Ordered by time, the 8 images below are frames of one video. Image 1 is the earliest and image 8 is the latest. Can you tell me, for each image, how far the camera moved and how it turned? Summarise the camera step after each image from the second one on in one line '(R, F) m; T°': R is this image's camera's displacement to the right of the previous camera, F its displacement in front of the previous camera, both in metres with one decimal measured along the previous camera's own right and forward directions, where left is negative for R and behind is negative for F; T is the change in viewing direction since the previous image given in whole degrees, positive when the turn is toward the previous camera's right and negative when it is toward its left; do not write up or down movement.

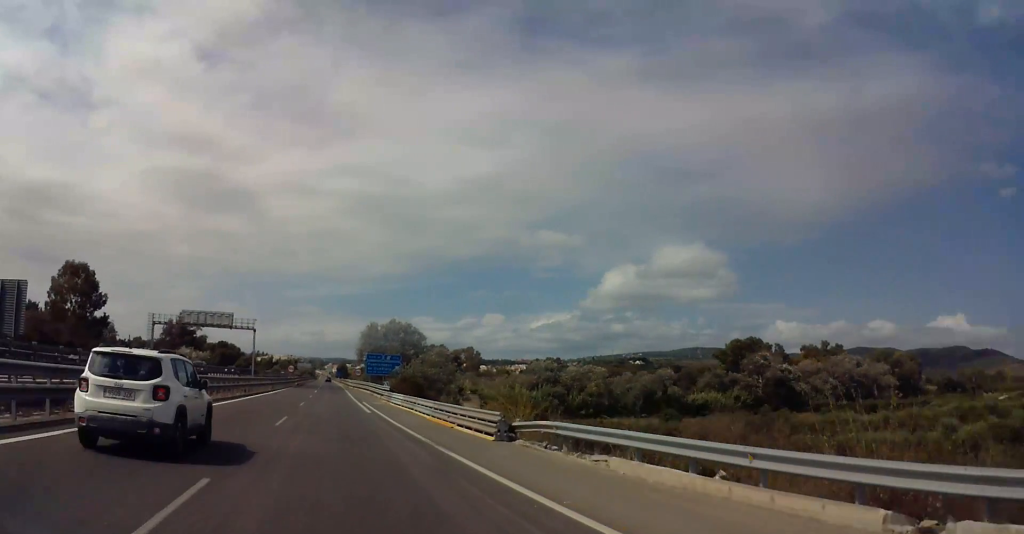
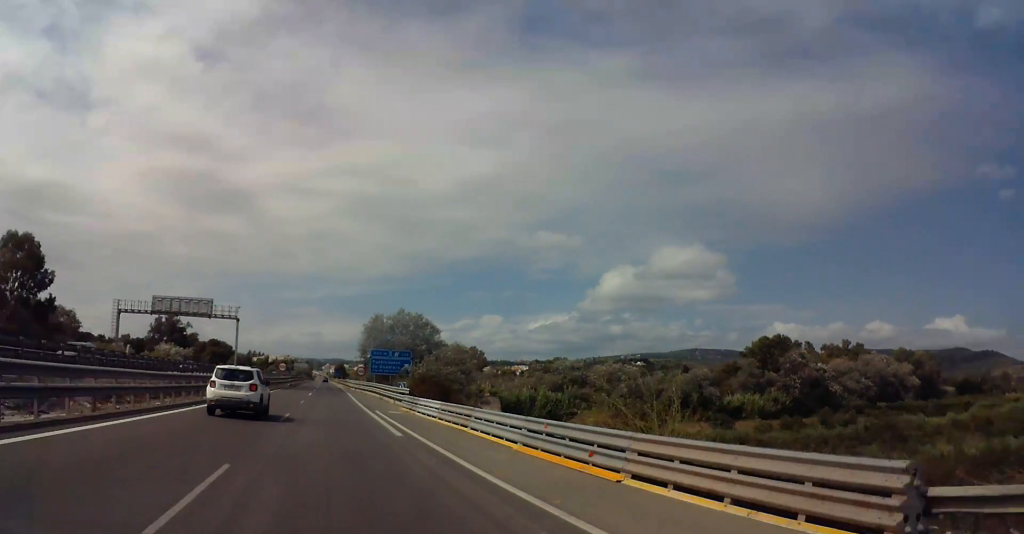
(0.0, +14.6) m; 0°
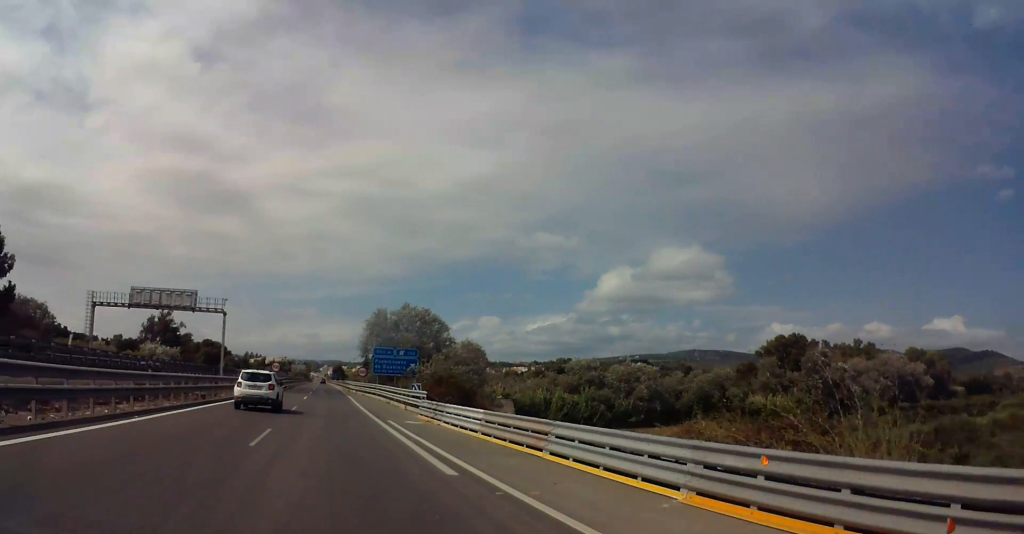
(0.0, +9.0) m; 0°
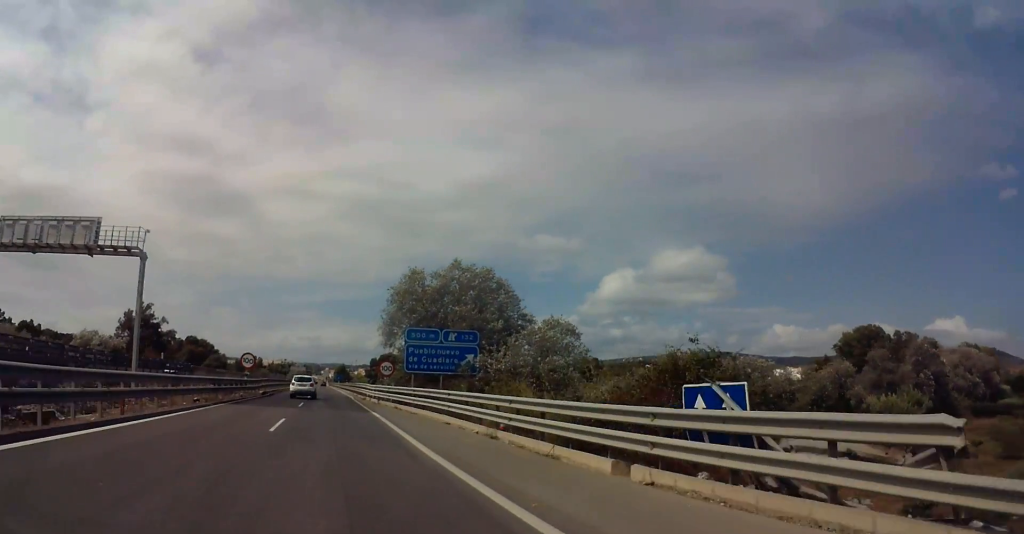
(+0.1, +30.6) m; +1°
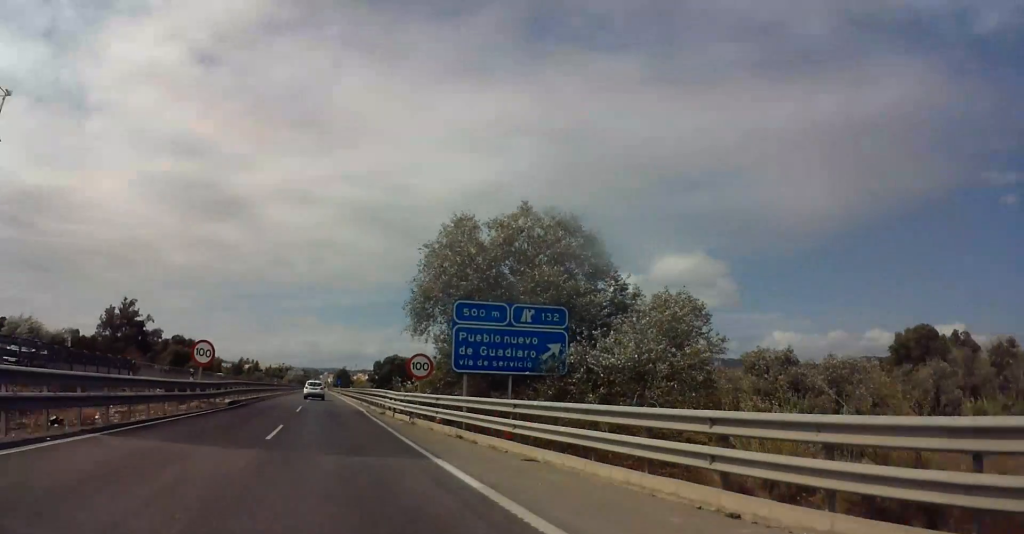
(+0.1, +17.7) m; 0°
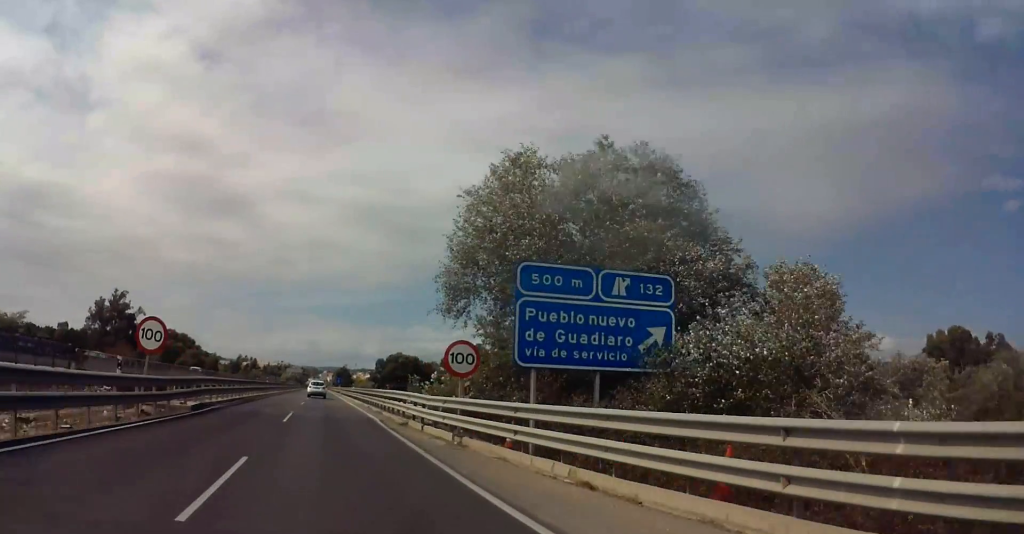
(0.0, +9.4) m; 0°
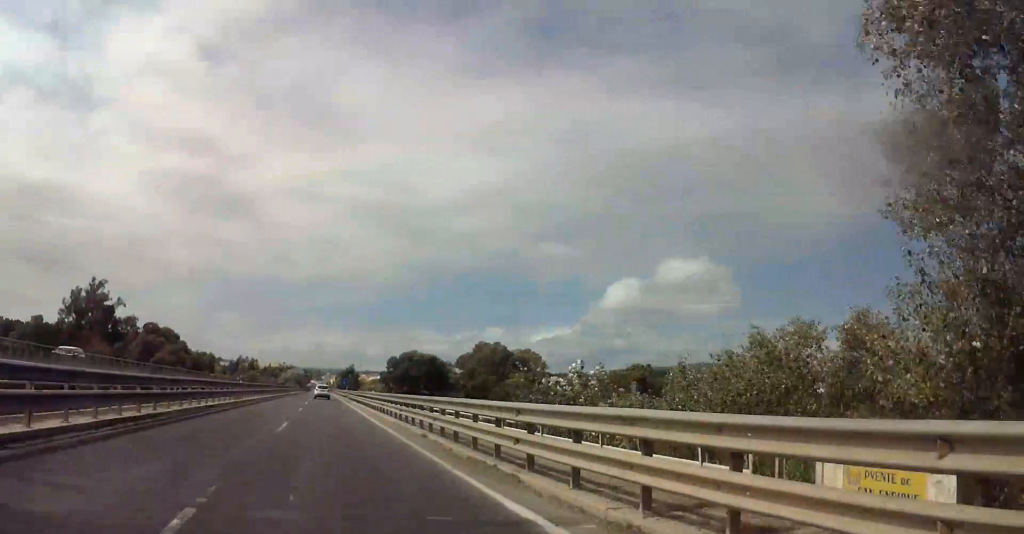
(+0.1, +23.2) m; +1°
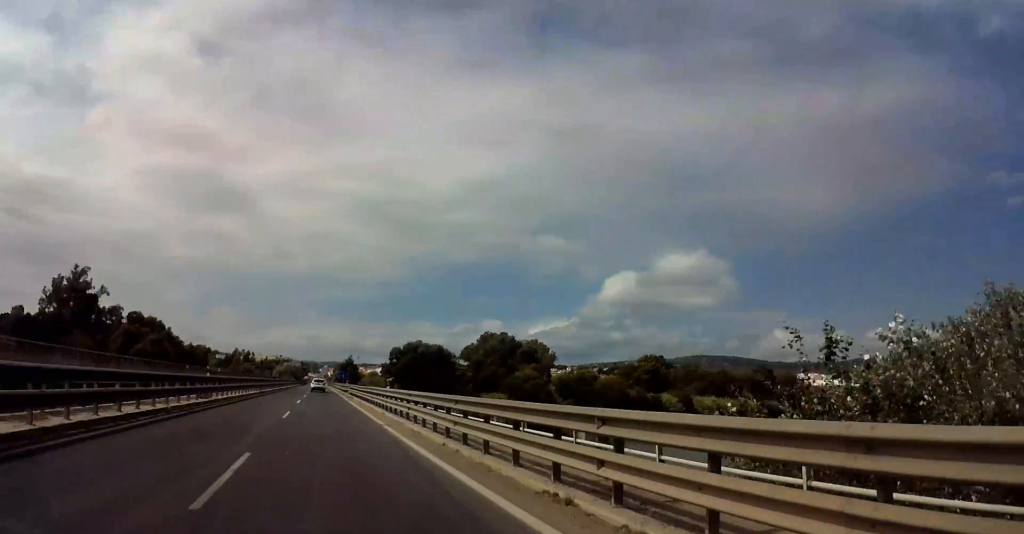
(0.0, +12.1) m; +1°
